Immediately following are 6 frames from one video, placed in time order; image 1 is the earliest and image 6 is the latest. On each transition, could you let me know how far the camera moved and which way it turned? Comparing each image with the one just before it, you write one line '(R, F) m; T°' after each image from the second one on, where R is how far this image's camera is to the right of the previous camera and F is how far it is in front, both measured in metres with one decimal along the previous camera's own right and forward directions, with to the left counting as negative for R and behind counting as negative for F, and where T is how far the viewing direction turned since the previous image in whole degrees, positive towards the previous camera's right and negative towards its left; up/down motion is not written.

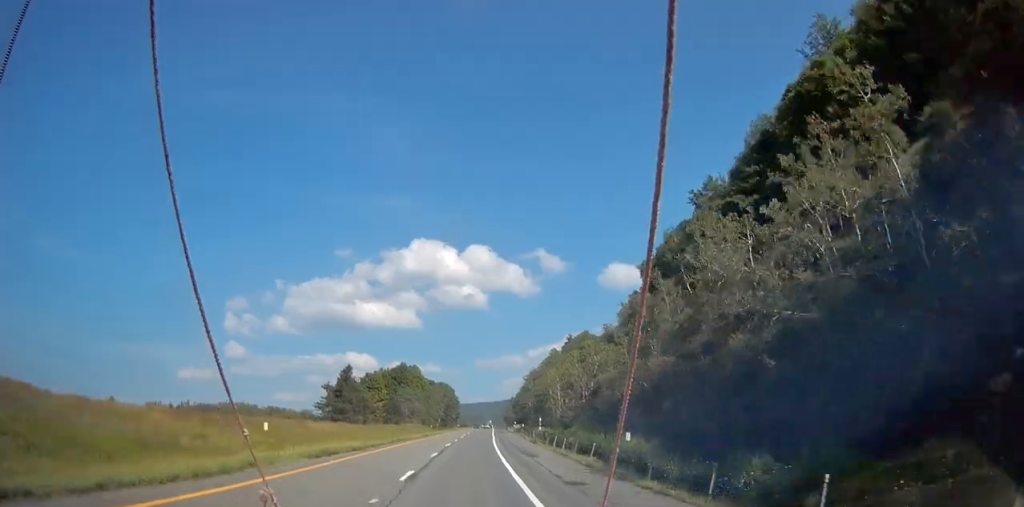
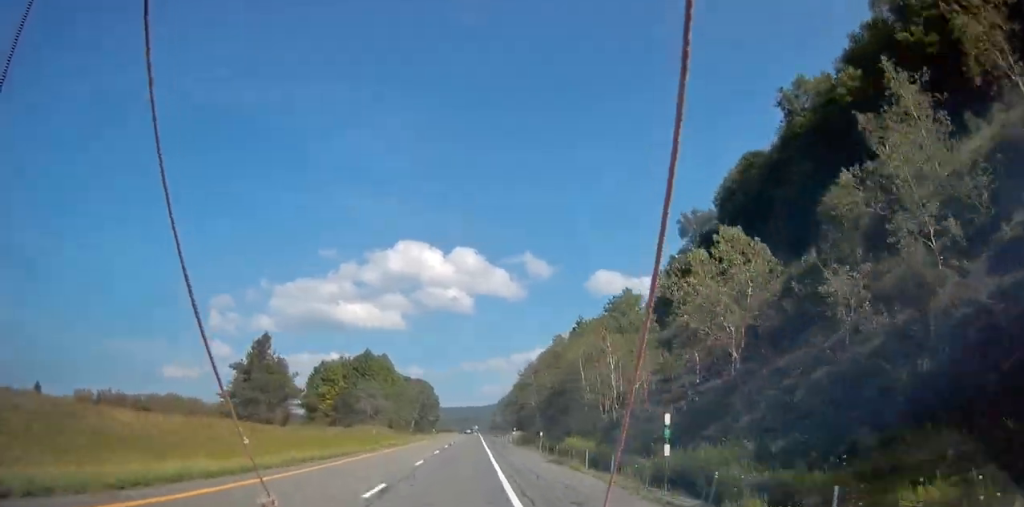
(+1.5, +39.8) m; +1°
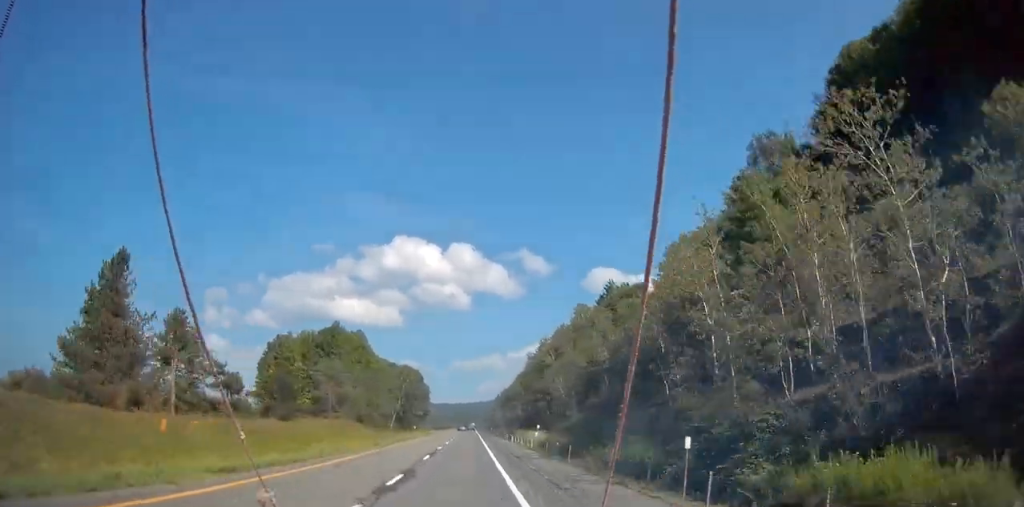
(+0.5, +33.4) m; +1°
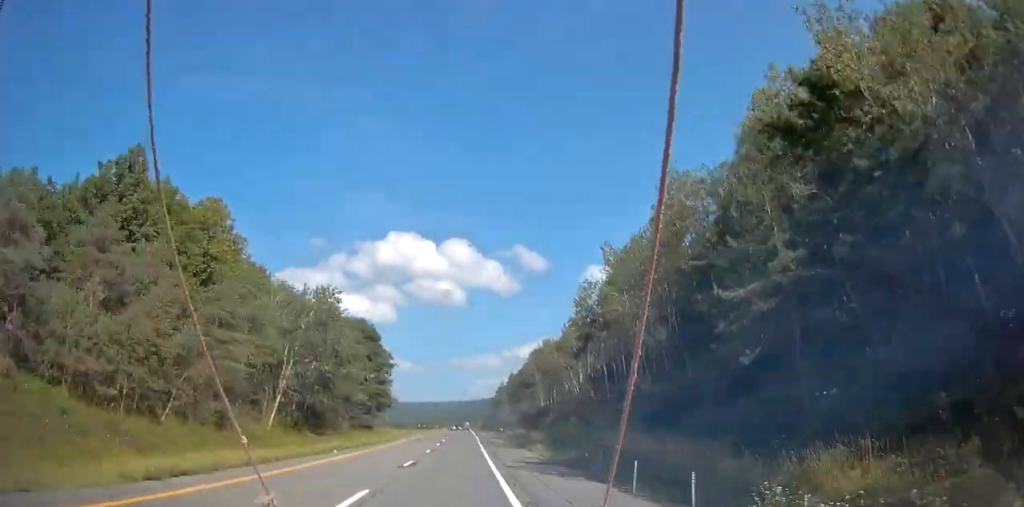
(0.0, +78.8) m; 0°
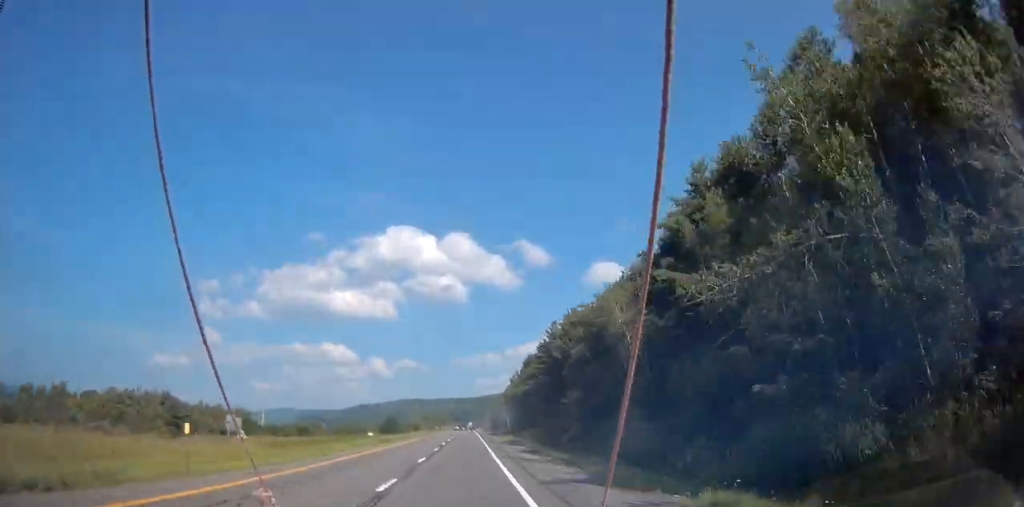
(-0.5, +142.2) m; -1°
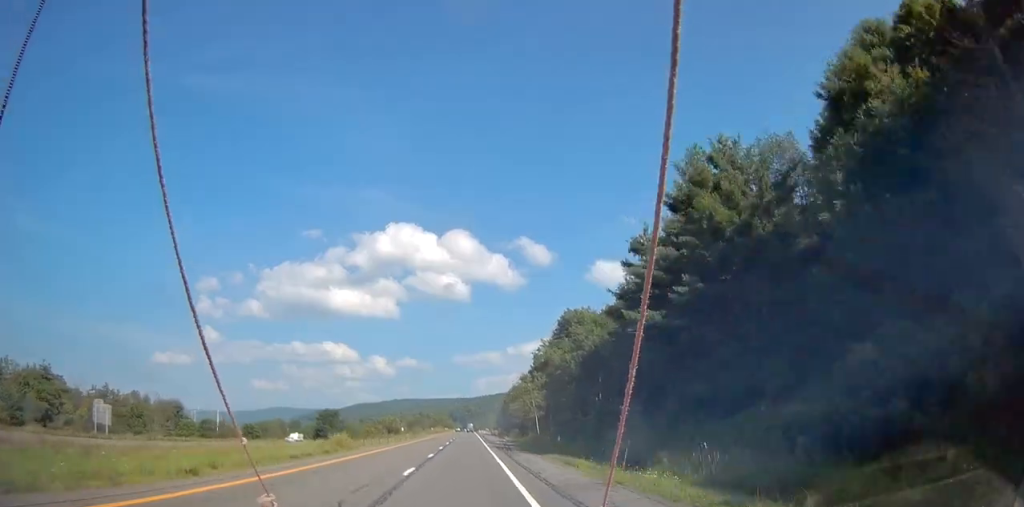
(-0.1, +68.2) m; 0°
